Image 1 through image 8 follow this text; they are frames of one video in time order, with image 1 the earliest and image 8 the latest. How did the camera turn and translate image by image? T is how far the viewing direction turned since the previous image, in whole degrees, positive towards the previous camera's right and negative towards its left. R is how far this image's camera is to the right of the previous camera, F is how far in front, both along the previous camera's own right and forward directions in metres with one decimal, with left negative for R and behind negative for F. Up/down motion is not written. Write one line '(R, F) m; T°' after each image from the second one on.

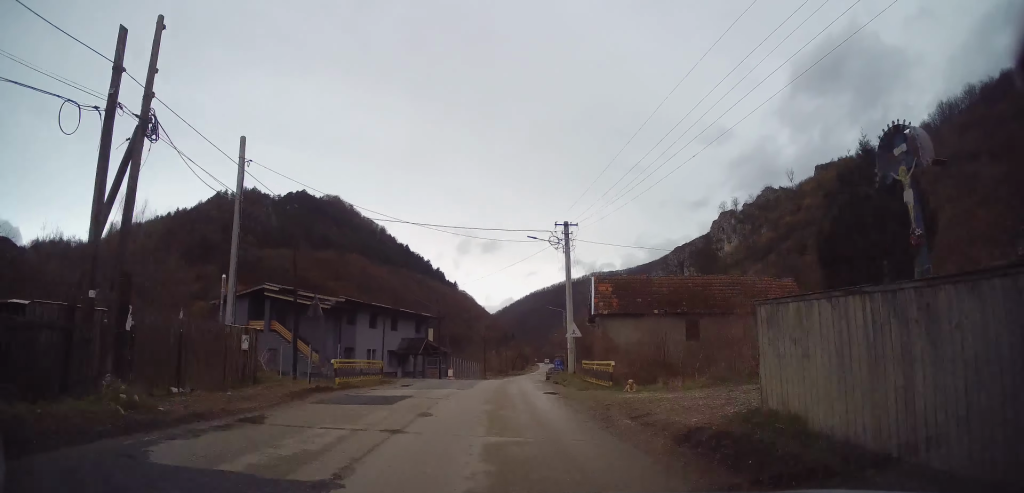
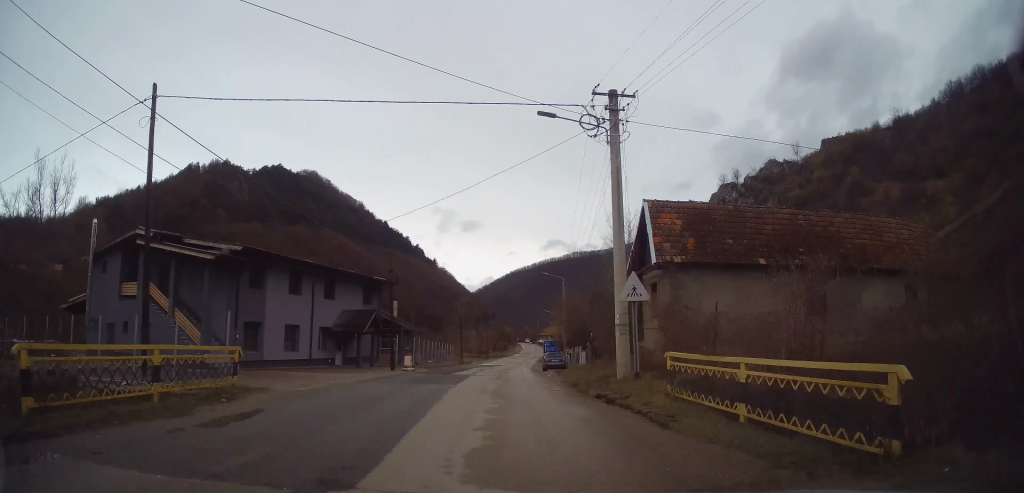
(+0.4, +14.9) m; +3°
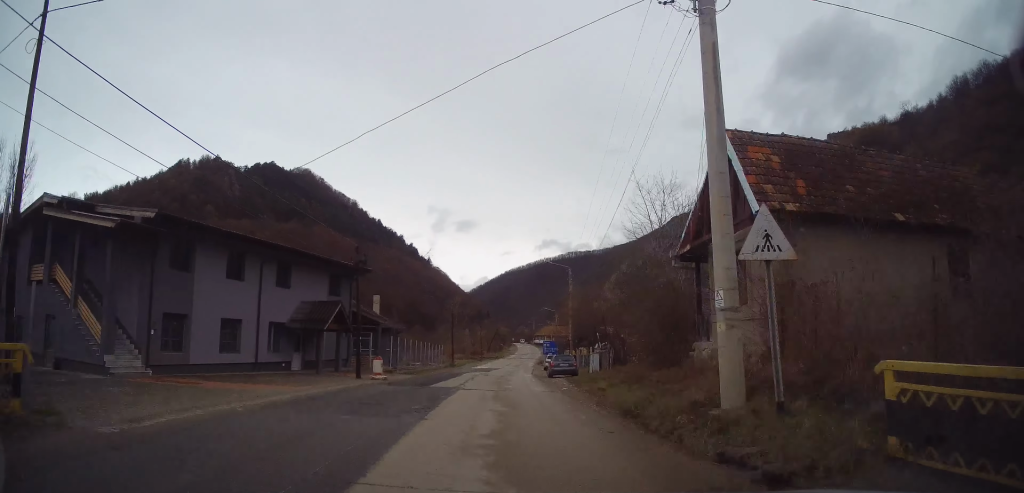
(+0.1, +7.2) m; +1°
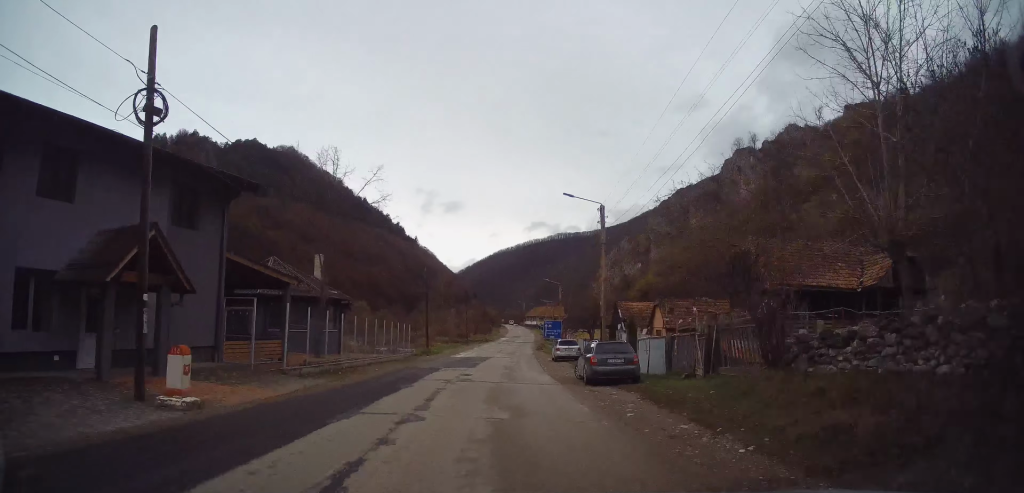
(+0.1, +15.6) m; +2°
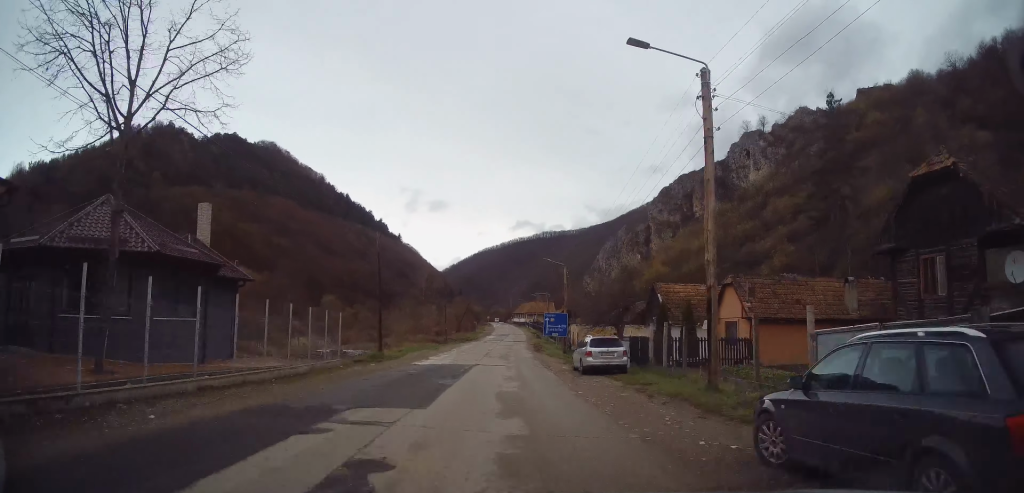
(+0.4, +14.6) m; +2°
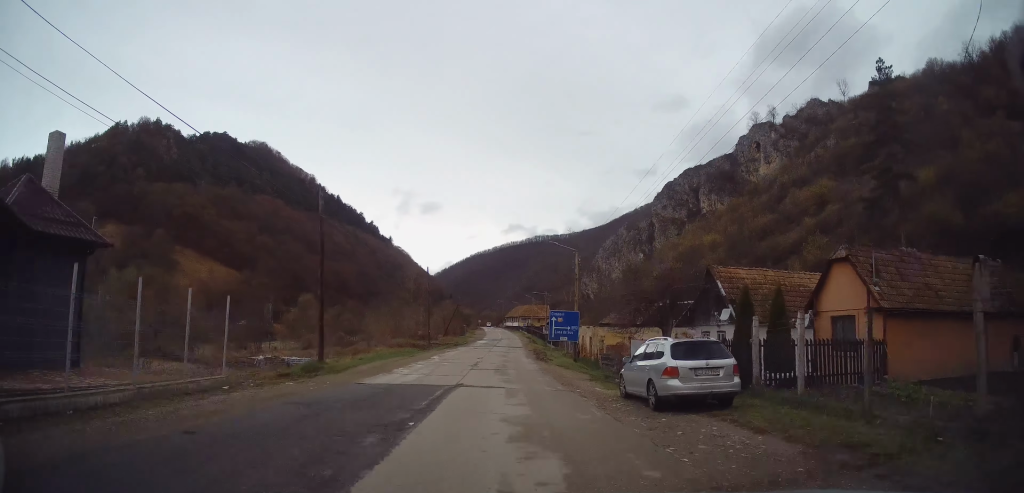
(+0.1, +9.7) m; +1°
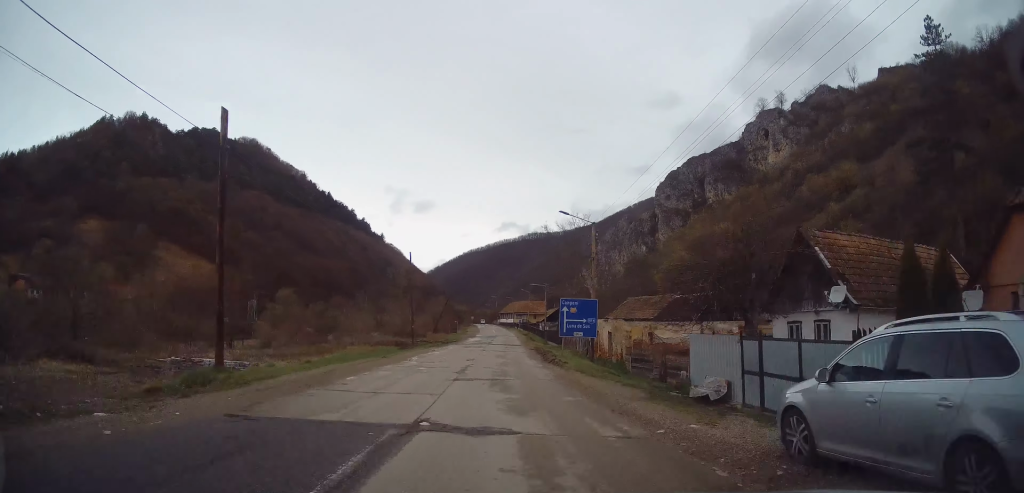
(0.0, +8.0) m; 0°
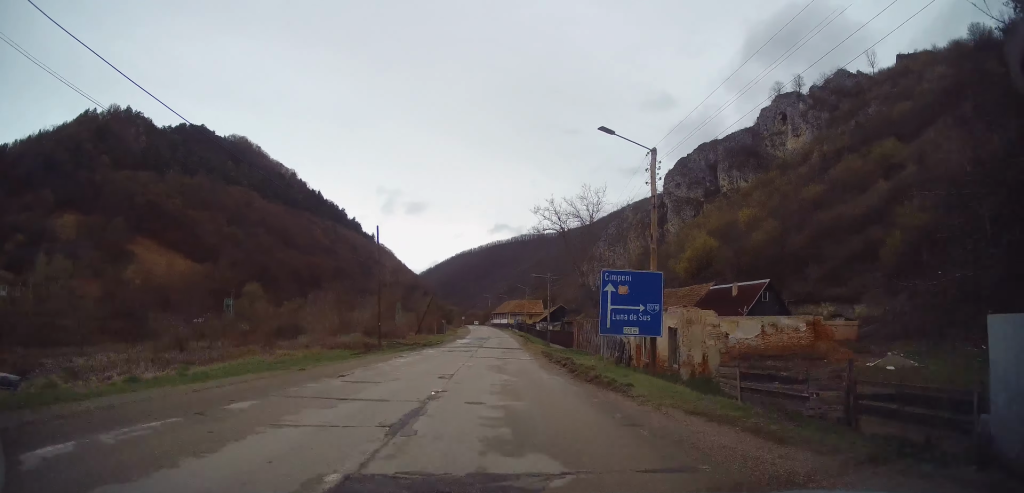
(0.0, +11.6) m; 0°
